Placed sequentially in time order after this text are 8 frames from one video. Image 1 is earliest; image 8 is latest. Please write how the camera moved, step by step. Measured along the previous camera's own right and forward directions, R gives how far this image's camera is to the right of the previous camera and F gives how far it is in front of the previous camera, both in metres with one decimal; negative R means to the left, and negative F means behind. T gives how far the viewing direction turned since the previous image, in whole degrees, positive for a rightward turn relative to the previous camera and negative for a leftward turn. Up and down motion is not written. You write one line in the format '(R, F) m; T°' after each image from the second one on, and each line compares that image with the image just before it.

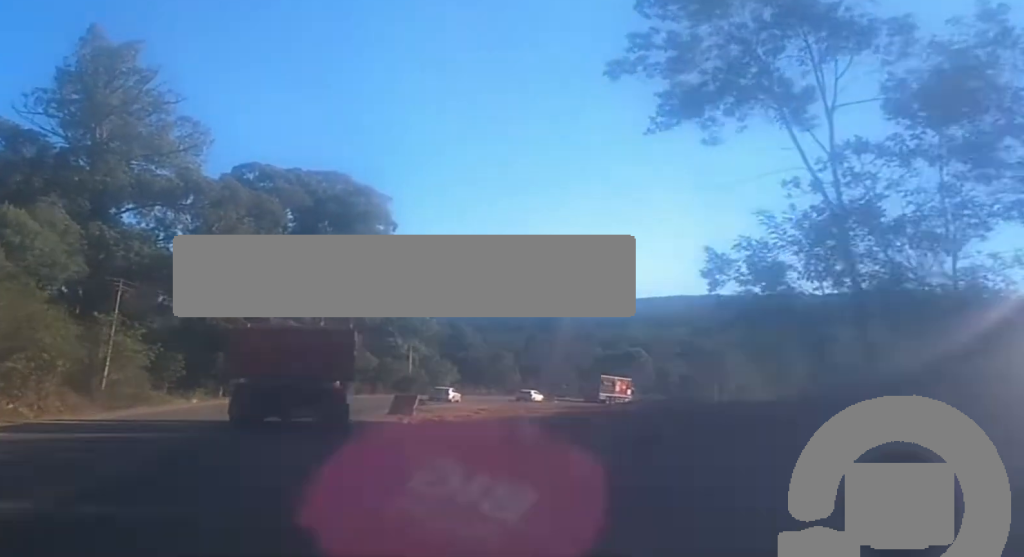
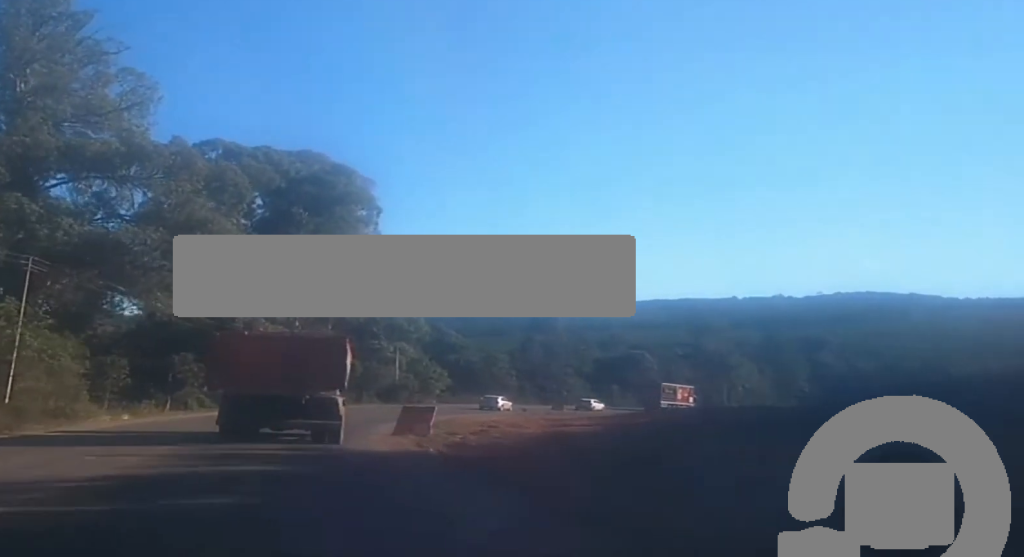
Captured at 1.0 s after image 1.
(+0.1, +13.4) m; +1°
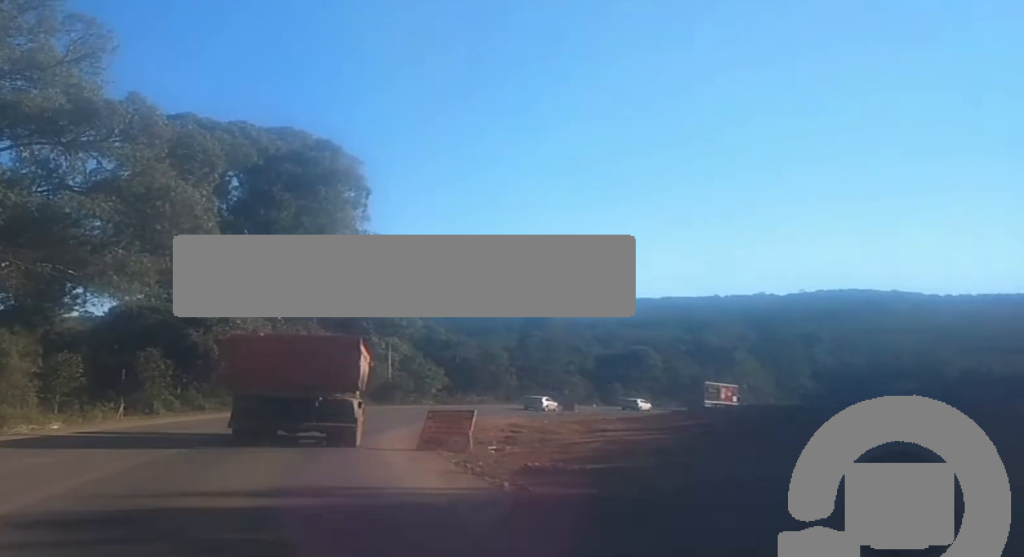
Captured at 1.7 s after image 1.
(0.0, +9.2) m; +1°
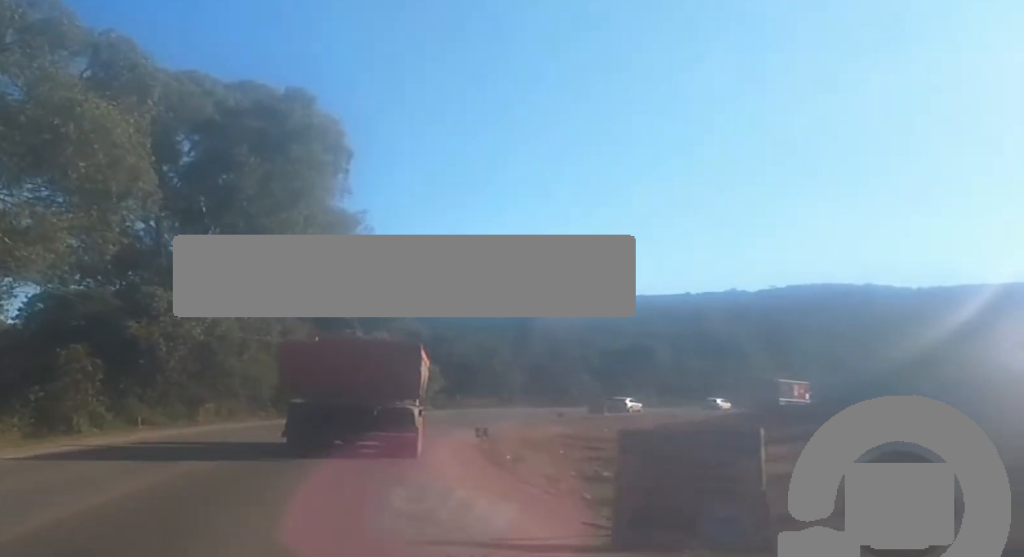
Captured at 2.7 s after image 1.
(+0.2, +14.8) m; +4°
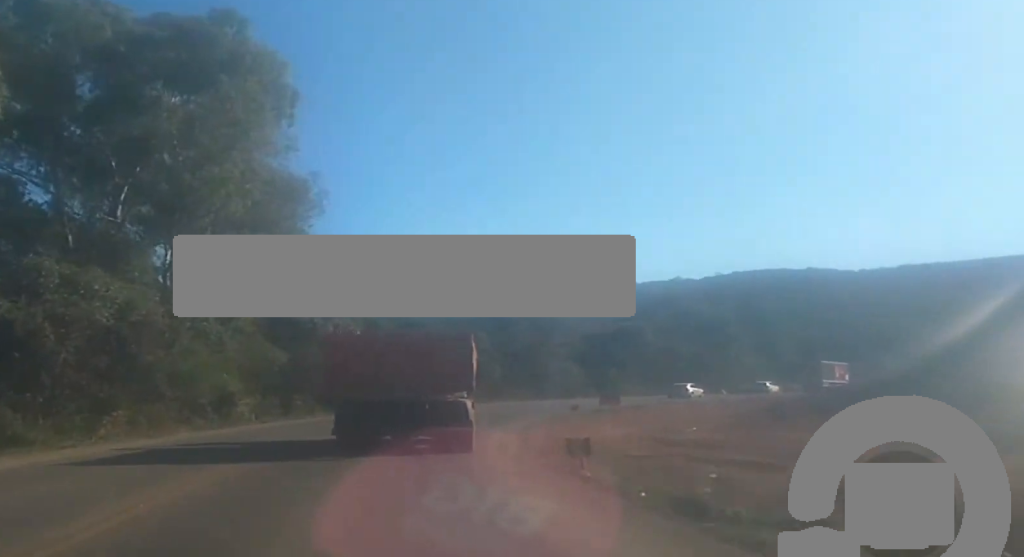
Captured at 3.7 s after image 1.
(+0.7, +14.1) m; +6°
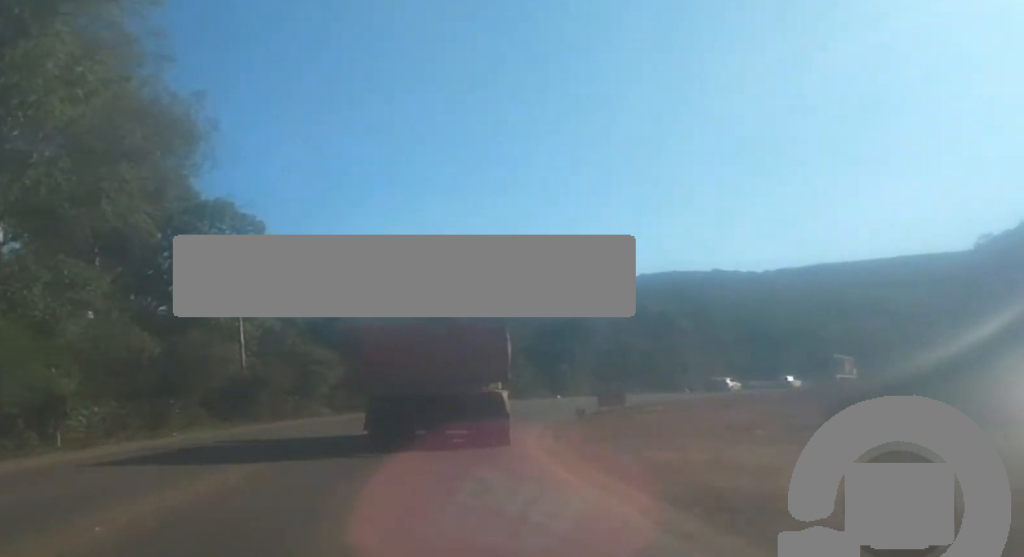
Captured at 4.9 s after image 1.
(+1.1, +18.2) m; +3°
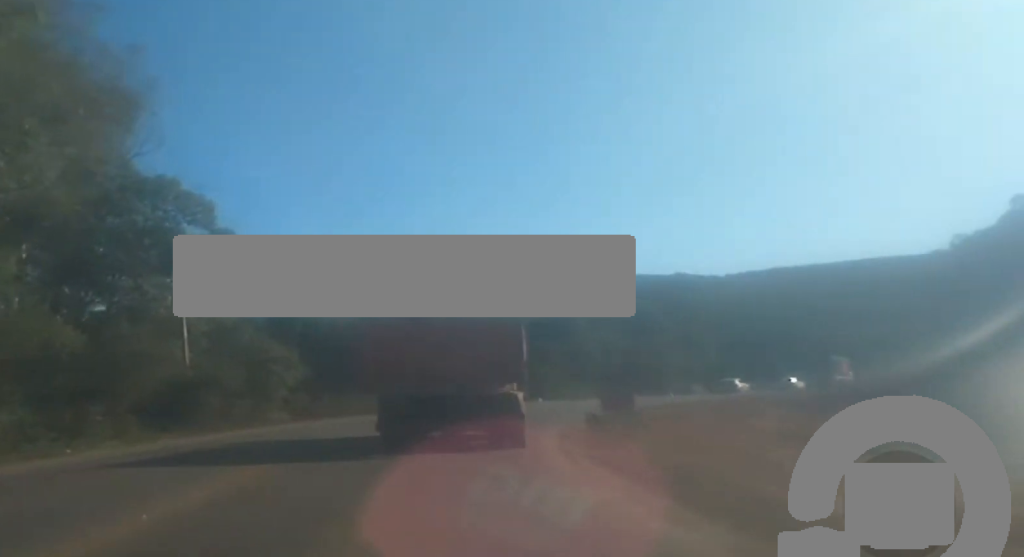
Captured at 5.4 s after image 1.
(0.0, +6.9) m; 0°
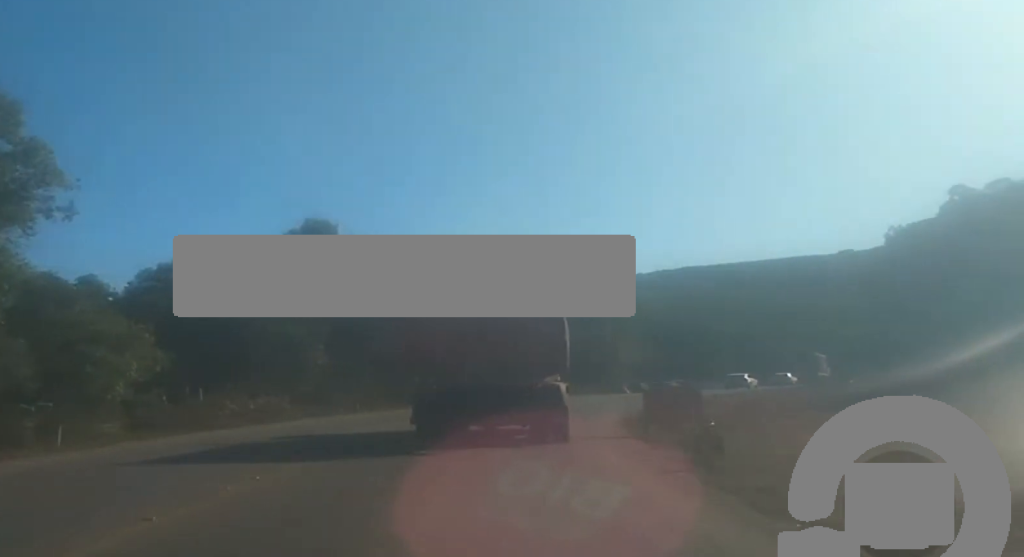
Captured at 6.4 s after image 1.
(0.0, +15.8) m; +5°
